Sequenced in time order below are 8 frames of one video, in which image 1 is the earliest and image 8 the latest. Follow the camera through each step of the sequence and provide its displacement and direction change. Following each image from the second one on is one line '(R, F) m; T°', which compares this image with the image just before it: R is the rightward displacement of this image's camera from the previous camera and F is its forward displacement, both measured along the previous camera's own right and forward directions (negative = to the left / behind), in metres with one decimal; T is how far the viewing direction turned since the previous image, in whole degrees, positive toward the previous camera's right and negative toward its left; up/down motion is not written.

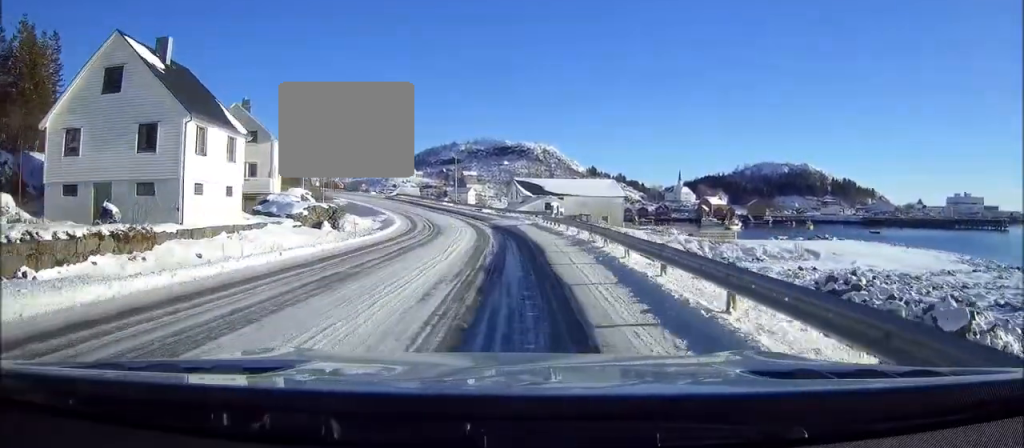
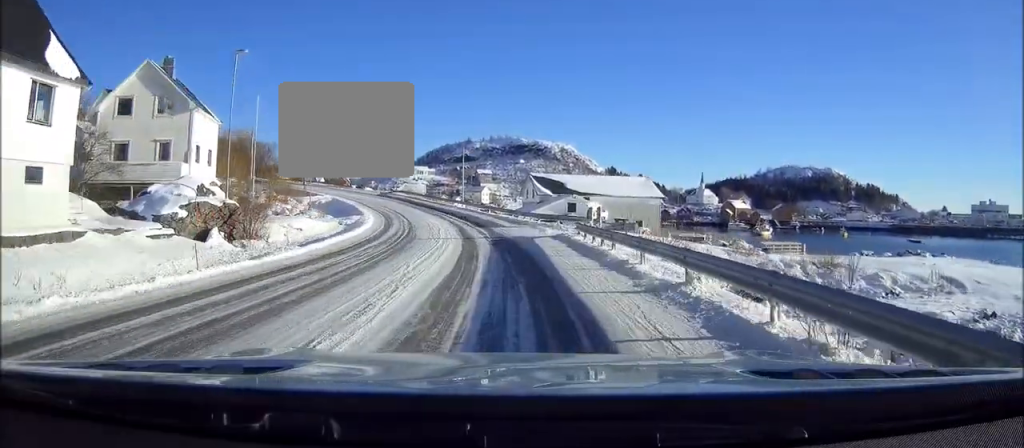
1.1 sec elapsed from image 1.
(-0.2, +16.9) m; -2°
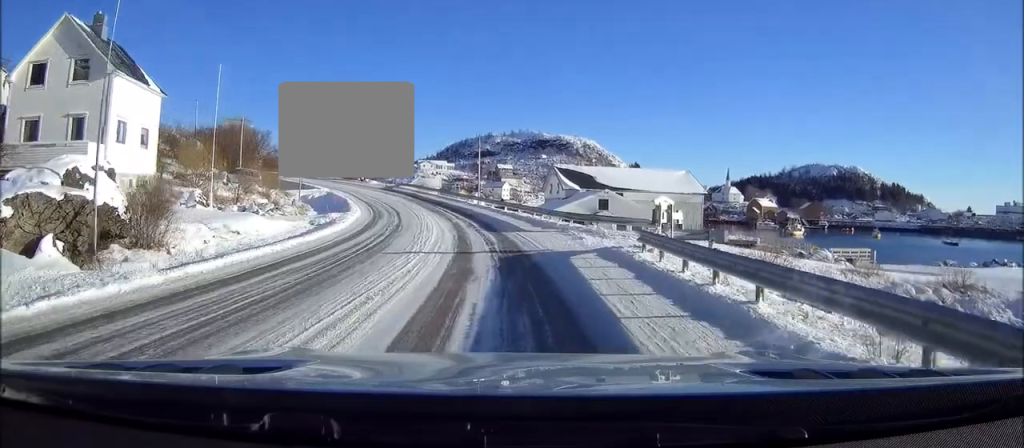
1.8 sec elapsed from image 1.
(0.0, +10.8) m; -2°
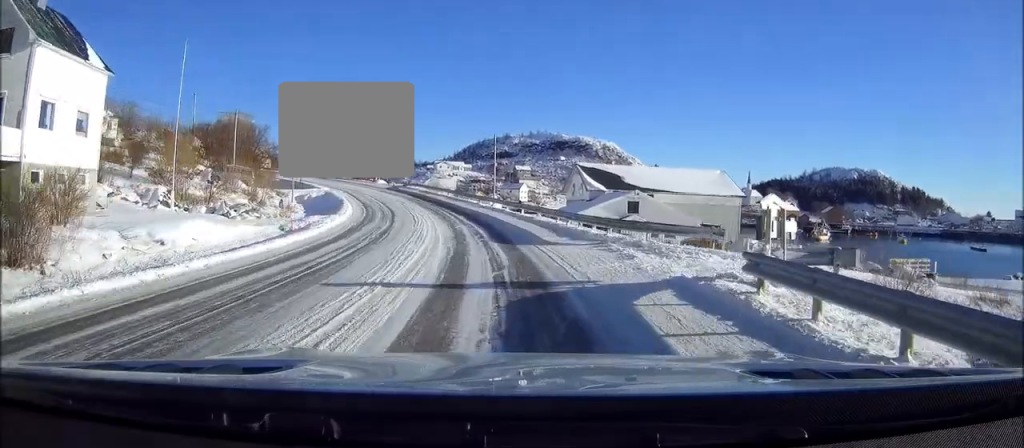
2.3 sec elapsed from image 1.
(-0.2, +7.2) m; -1°
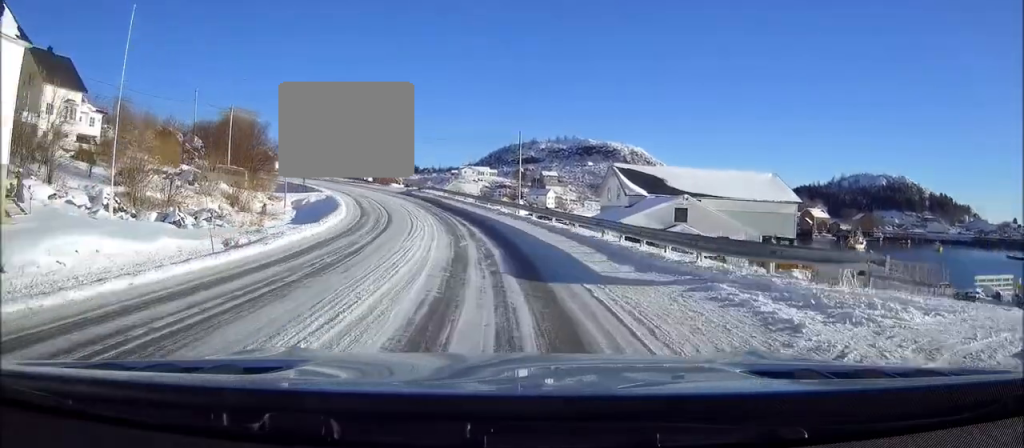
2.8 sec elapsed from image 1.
(-0.1, +8.2) m; -1°
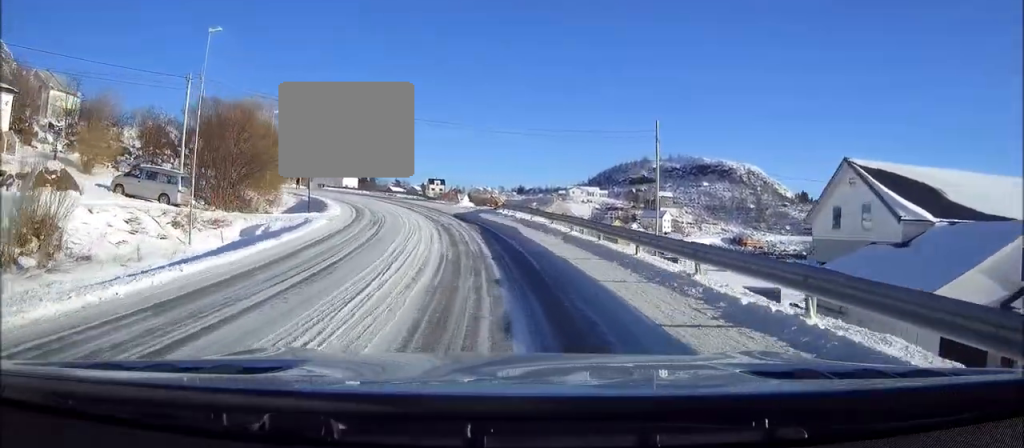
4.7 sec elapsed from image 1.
(-2.9, +28.5) m; -11°
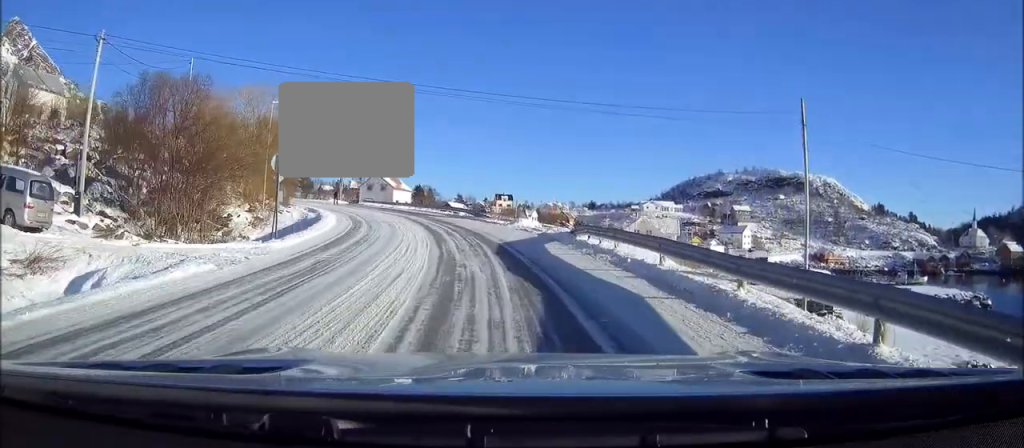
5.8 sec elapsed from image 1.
(-0.1, +17.2) m; -1°
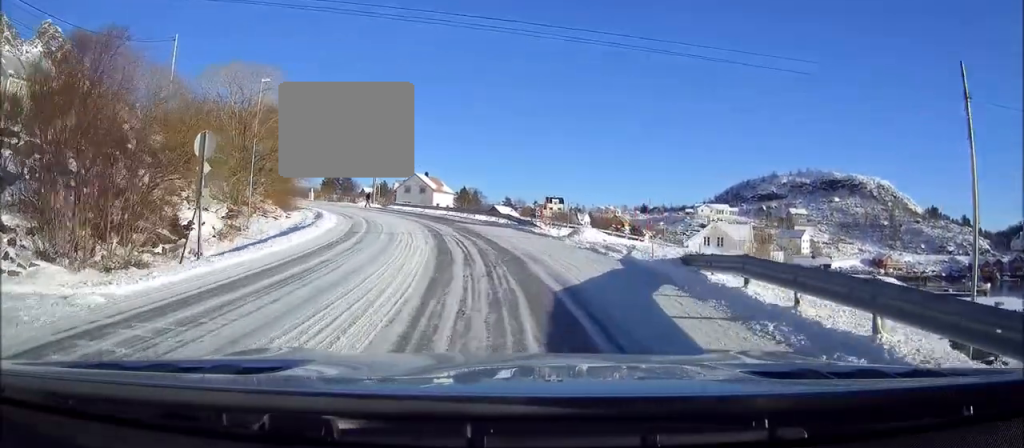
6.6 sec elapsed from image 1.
(+0.1, +11.5) m; -5°
